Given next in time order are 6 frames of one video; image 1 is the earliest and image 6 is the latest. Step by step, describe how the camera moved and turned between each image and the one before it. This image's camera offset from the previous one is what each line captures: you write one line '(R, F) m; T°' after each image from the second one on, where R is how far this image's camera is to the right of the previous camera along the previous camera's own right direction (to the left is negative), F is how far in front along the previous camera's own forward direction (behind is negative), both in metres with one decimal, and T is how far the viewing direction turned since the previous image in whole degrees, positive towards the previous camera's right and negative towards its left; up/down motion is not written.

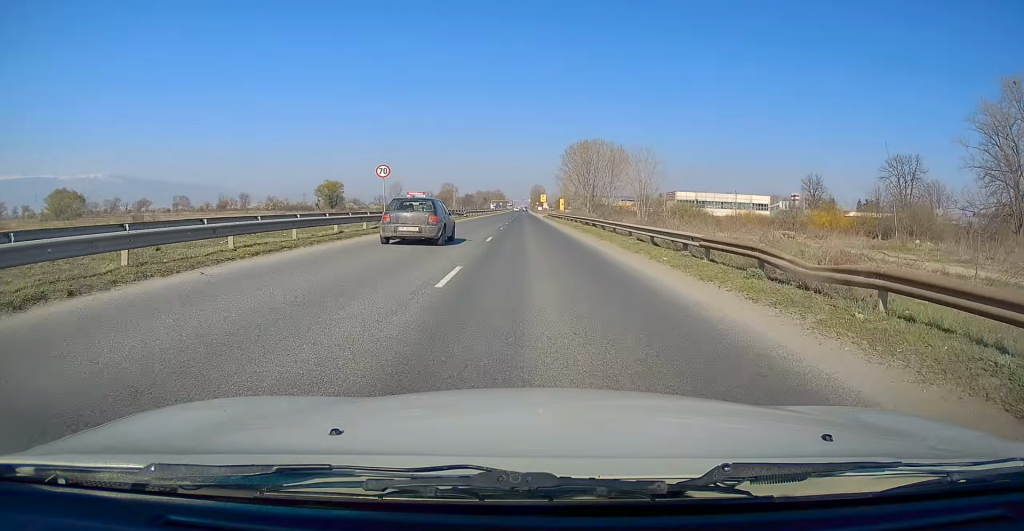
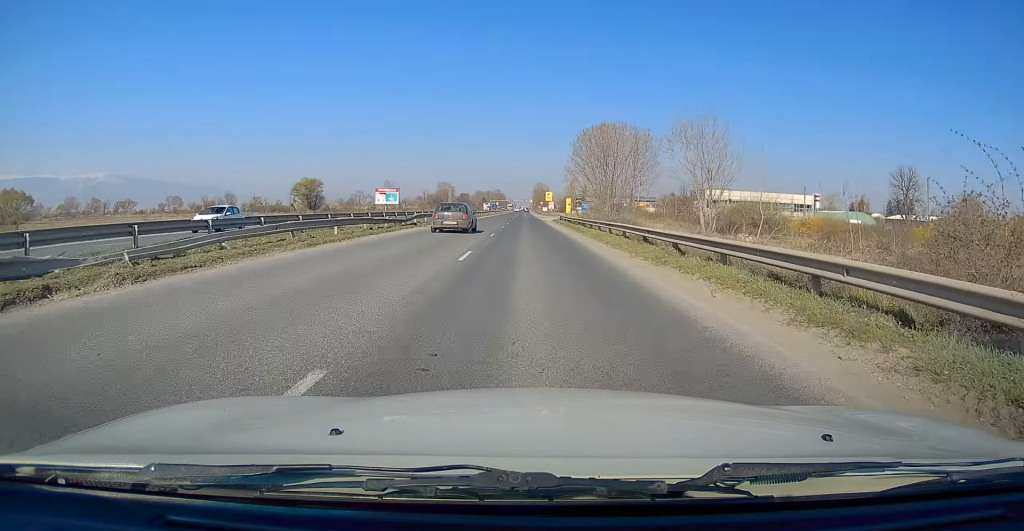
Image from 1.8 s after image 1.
(-0.1, +31.3) m; +1°
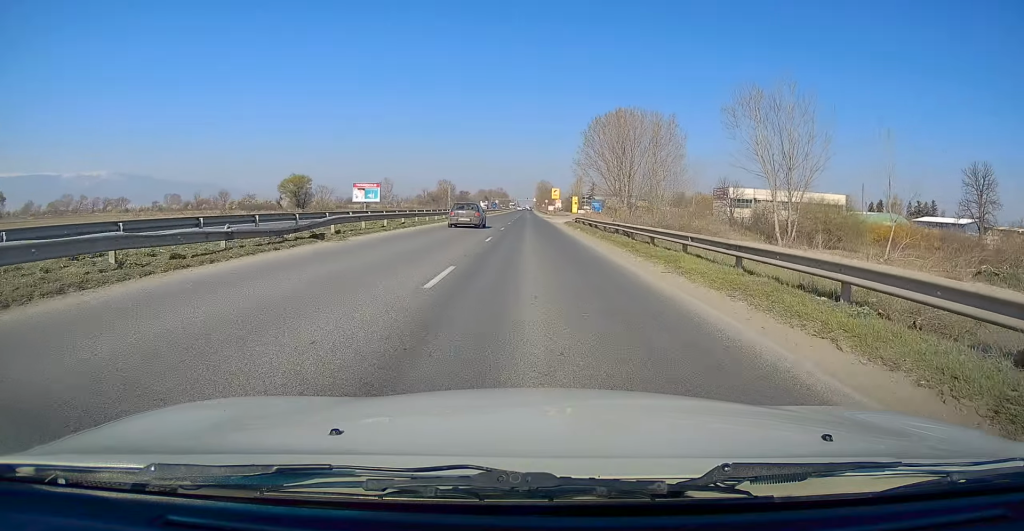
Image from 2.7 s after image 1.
(+0.1, +16.7) m; +1°
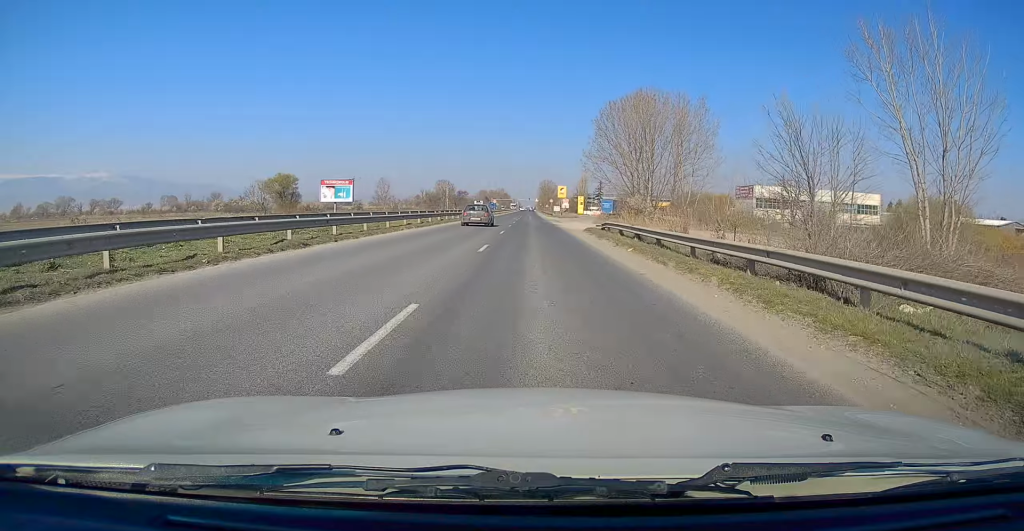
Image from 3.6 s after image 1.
(0.0, +16.2) m; -1°
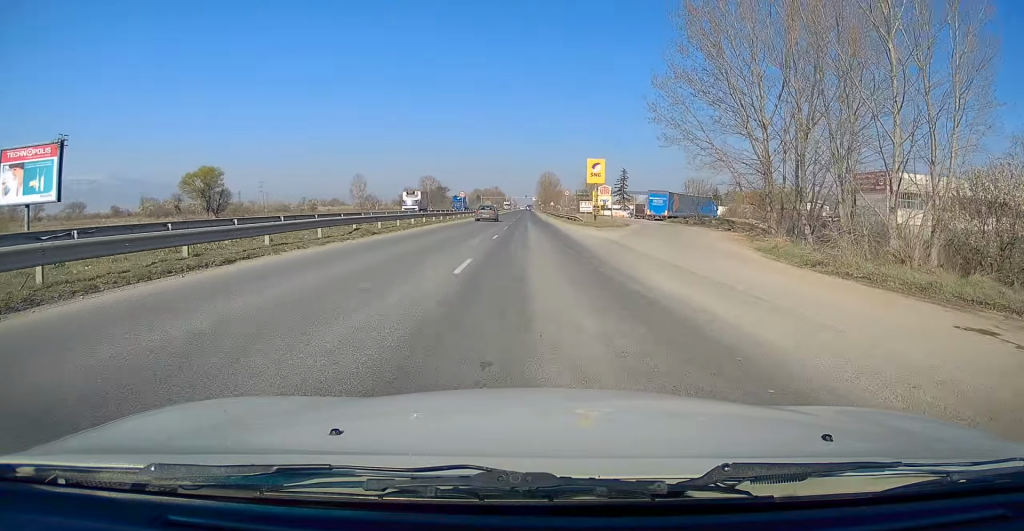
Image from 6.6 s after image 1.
(-0.7, +53.8) m; -1°
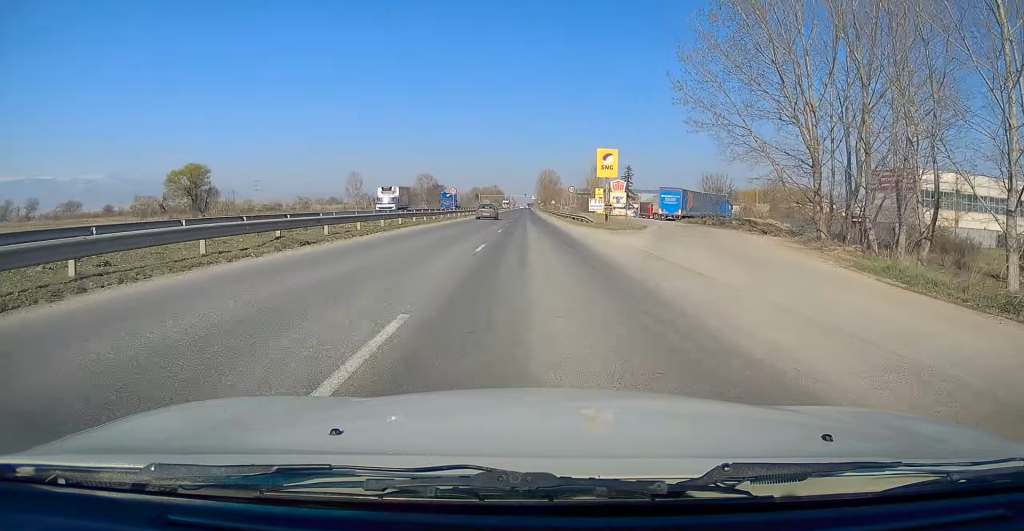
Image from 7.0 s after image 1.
(-0.2, +7.3) m; 0°
